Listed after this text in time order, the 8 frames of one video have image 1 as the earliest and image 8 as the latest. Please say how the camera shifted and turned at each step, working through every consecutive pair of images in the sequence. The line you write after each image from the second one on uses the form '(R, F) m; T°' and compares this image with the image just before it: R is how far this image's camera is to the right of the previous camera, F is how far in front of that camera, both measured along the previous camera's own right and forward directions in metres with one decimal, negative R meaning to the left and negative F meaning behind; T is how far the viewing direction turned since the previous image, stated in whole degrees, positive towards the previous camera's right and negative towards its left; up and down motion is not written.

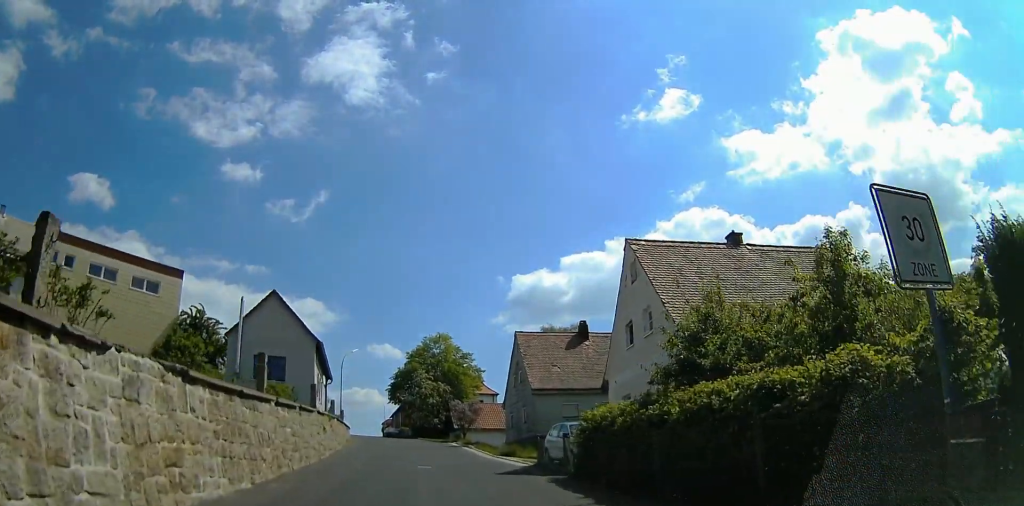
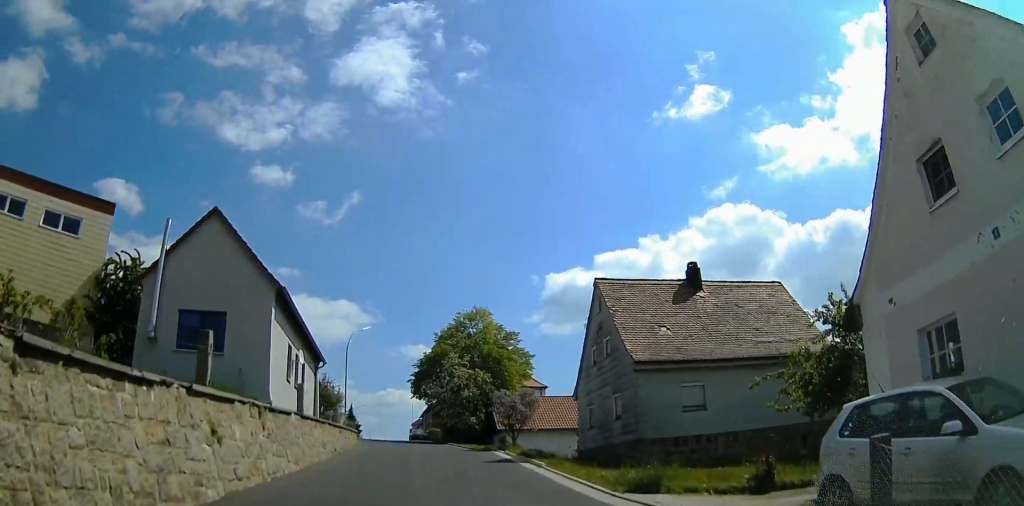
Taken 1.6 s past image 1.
(+0.8, +14.5) m; -3°
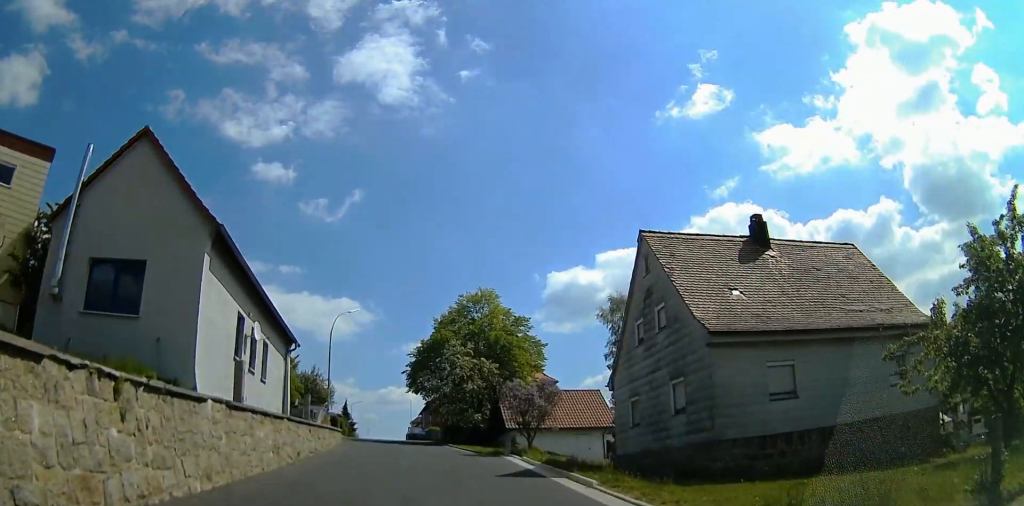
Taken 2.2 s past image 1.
(-0.5, +6.3) m; -4°
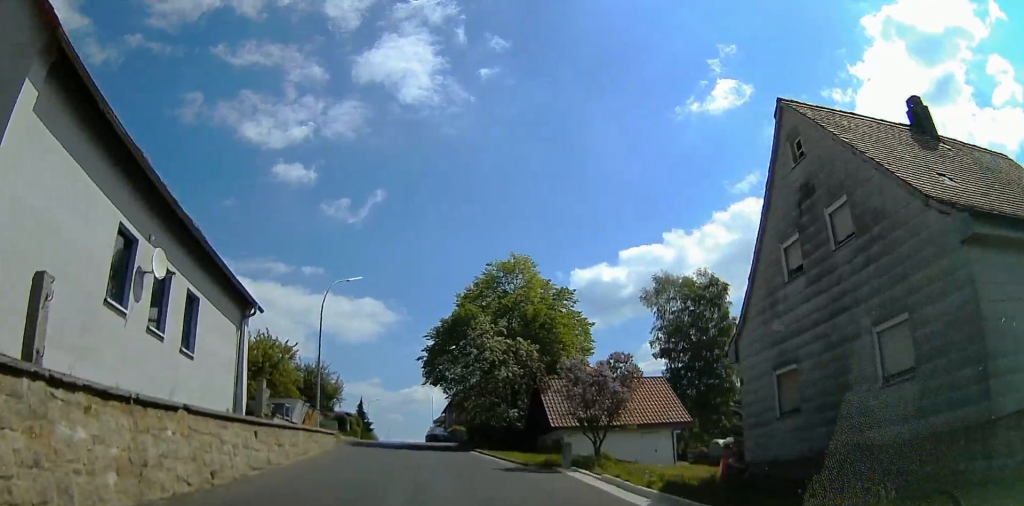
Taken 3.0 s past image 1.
(0.0, +8.8) m; 0°
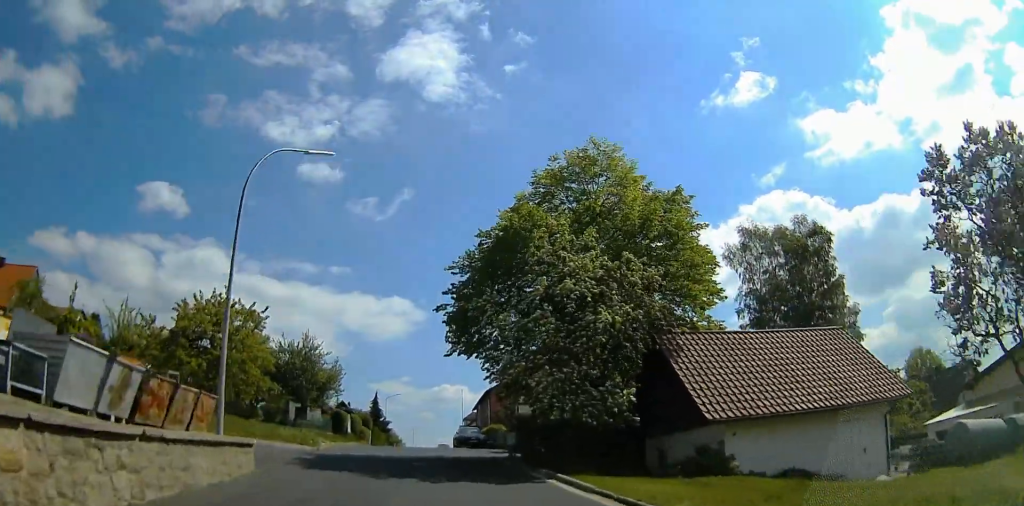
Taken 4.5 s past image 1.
(0.0, +15.3) m; 0°
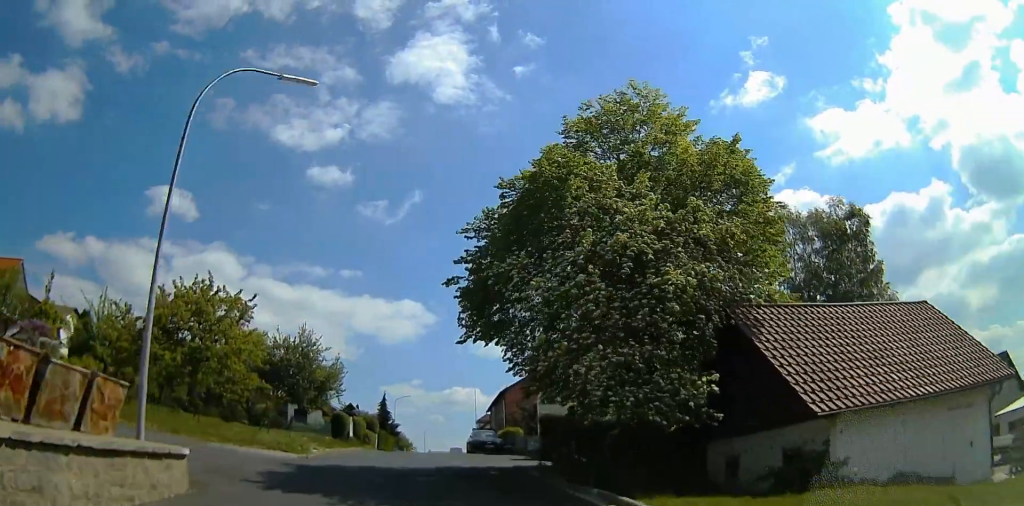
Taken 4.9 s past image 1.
(0.0, +4.3) m; 0°
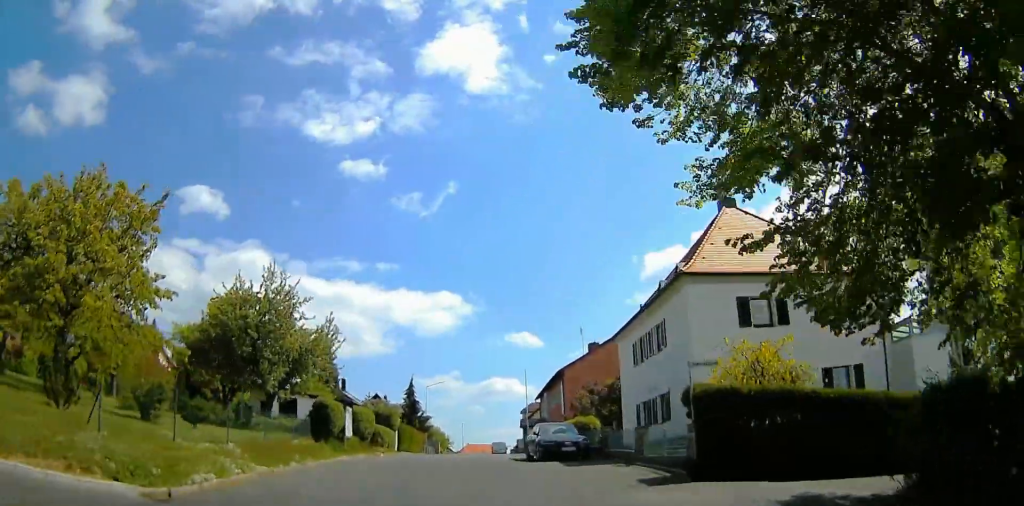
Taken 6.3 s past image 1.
(-0.6, +14.4) m; -10°
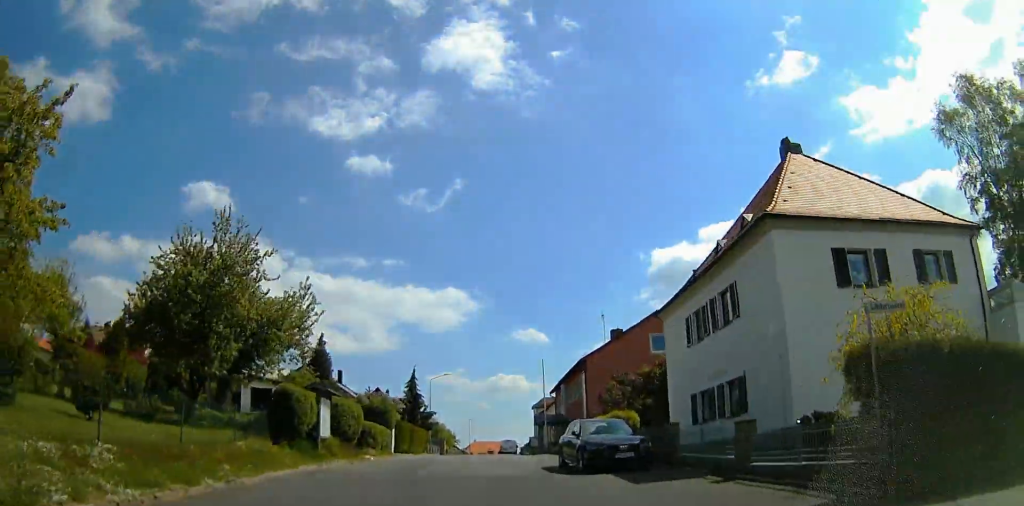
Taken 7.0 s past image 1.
(-1.2, +6.7) m; -2°
